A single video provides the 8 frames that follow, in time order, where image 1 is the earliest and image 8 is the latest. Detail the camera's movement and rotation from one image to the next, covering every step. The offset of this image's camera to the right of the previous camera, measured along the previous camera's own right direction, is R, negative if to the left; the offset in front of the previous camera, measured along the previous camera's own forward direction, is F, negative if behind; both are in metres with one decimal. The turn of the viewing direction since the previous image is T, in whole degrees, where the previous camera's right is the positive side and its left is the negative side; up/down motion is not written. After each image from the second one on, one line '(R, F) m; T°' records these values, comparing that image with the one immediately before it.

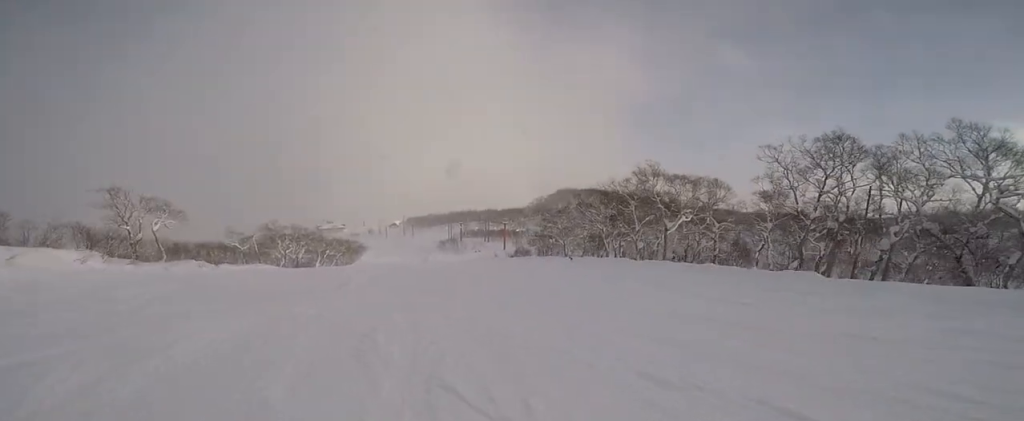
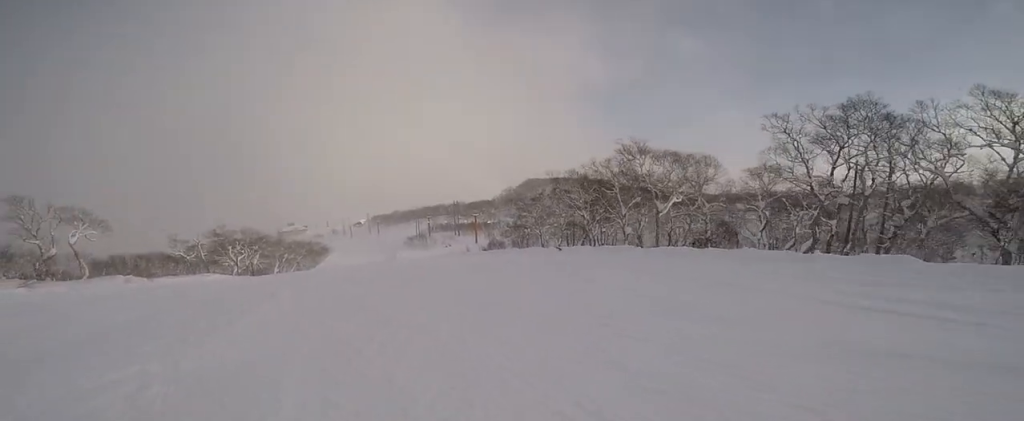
(+0.2, +4.4) m; -6°
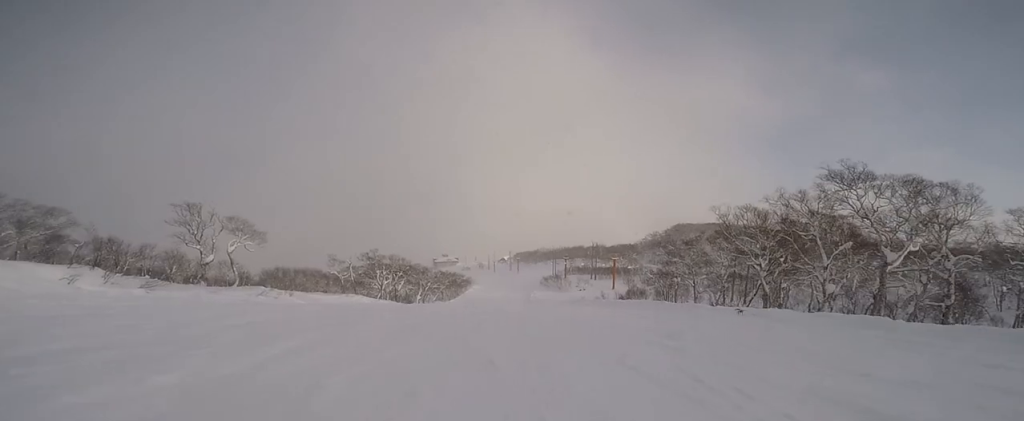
(-0.8, +5.9) m; -11°
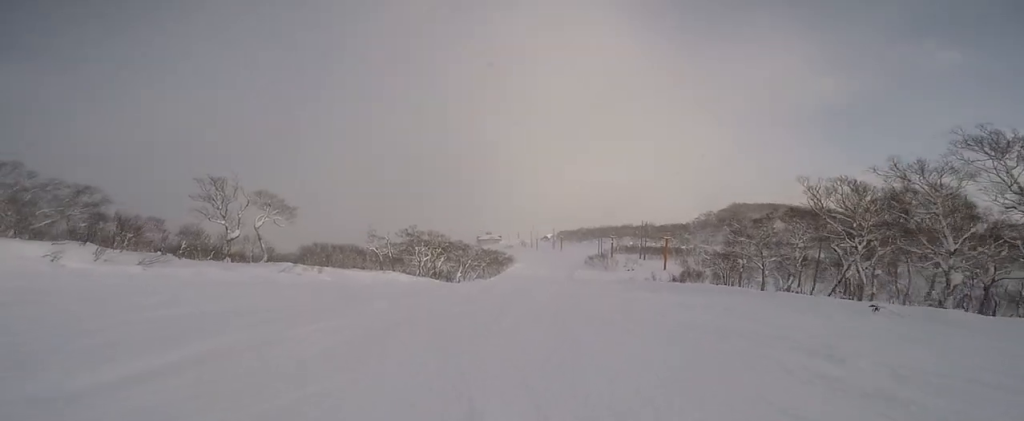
(-0.3, +3.9) m; -5°
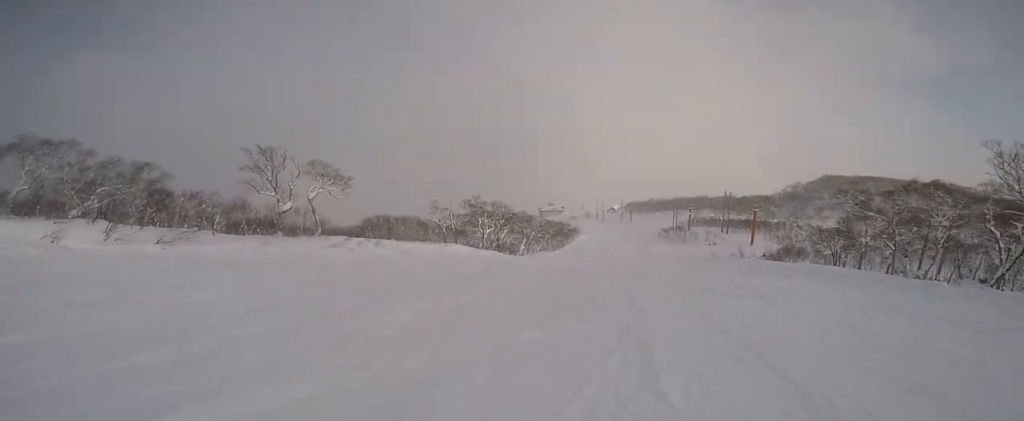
(-0.1, +4.9) m; -1°
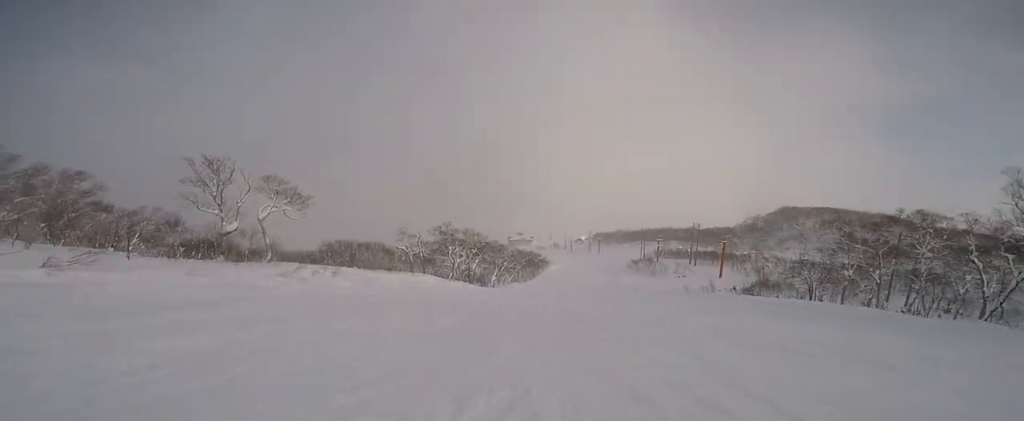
(0.0, +3.7) m; 0°
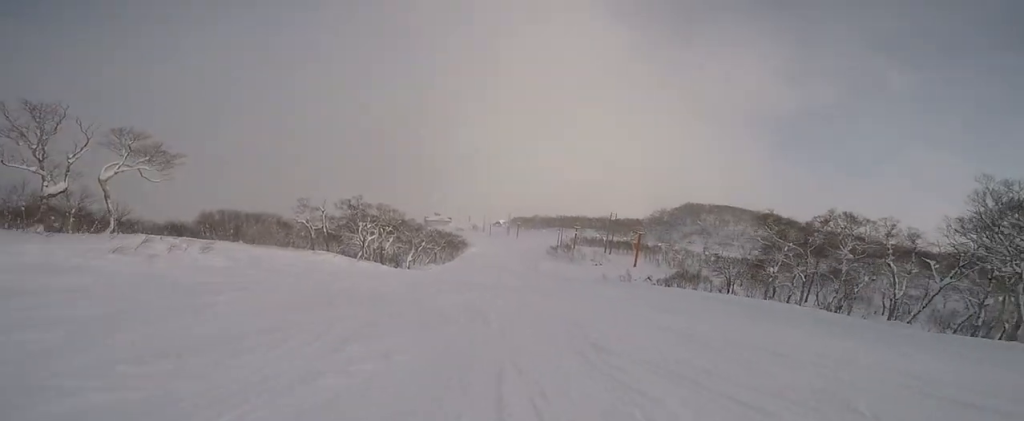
(0.0, +5.0) m; +7°
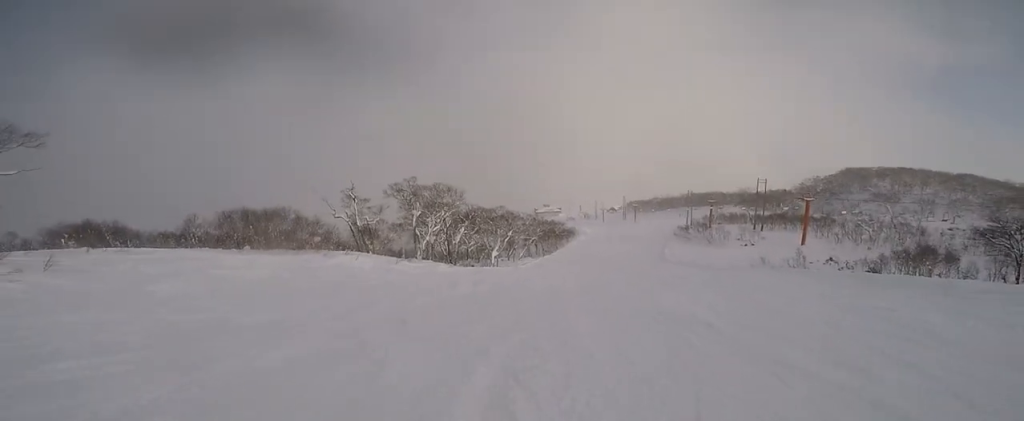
(+0.8, +18.5) m; -7°
